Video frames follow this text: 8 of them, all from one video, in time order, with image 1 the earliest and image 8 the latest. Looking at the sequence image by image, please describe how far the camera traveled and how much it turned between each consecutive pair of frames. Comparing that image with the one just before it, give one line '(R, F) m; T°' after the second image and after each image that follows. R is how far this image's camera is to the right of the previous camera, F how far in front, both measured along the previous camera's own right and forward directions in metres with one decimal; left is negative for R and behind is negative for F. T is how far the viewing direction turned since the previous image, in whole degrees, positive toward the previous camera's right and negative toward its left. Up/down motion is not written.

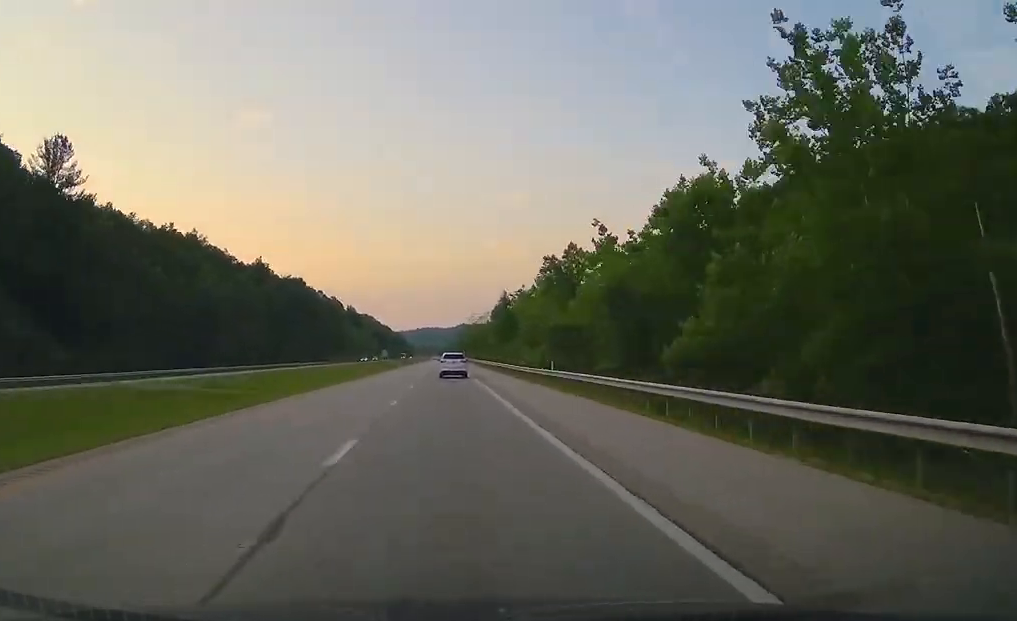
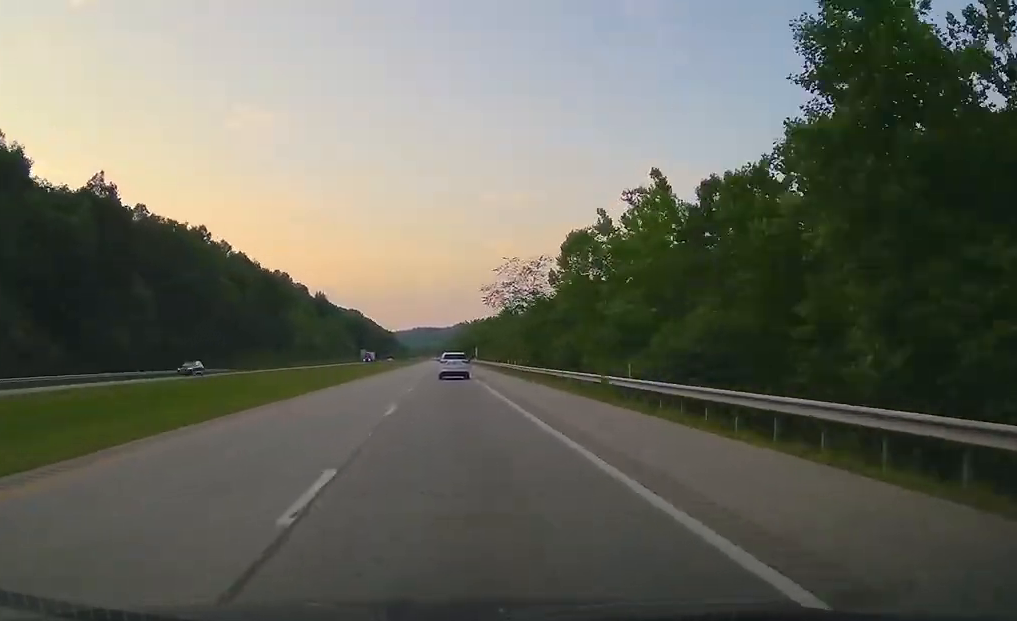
(+0.2, +113.7) m; 0°
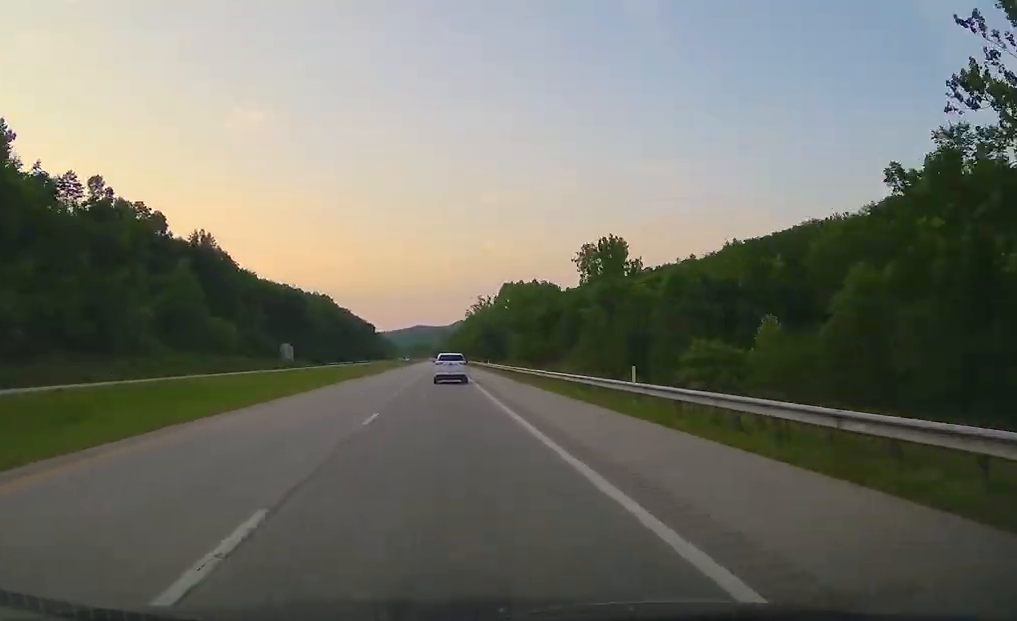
(+0.4, +185.9) m; 0°
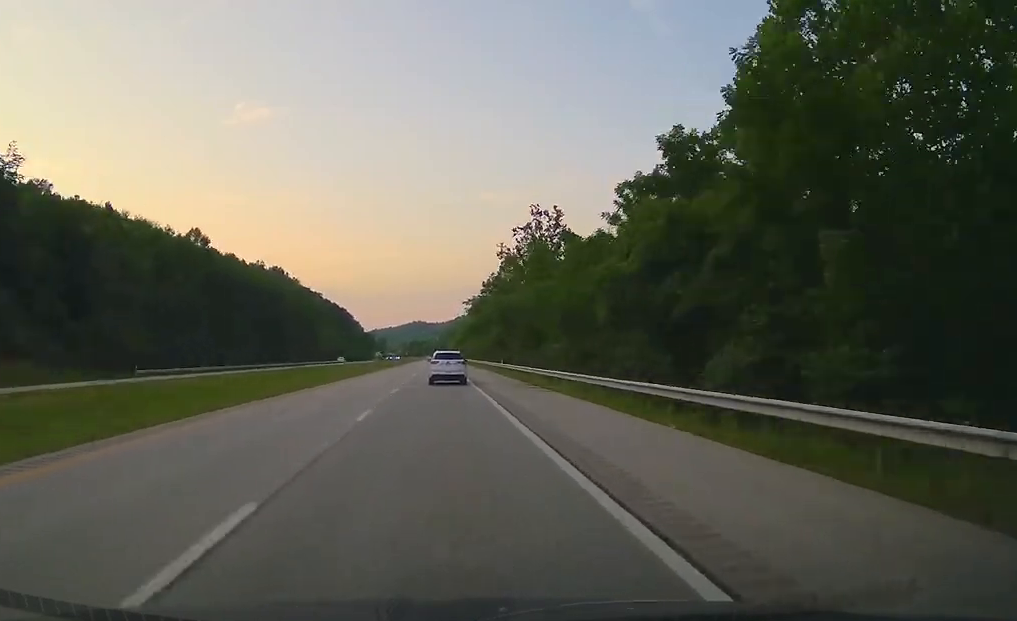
(-0.2, +158.6) m; 0°
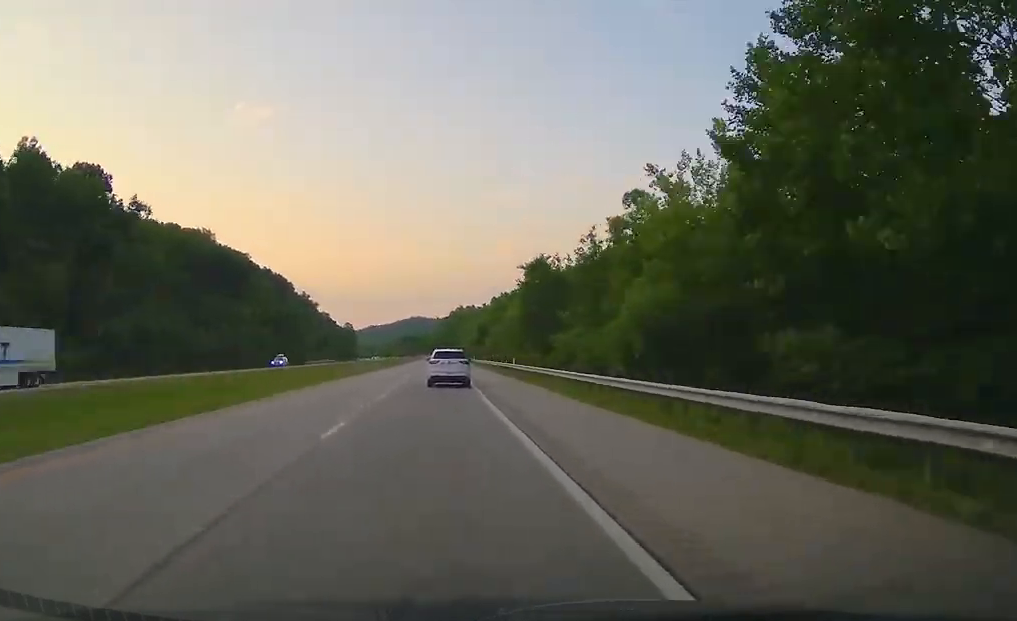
(-0.2, +212.7) m; 0°
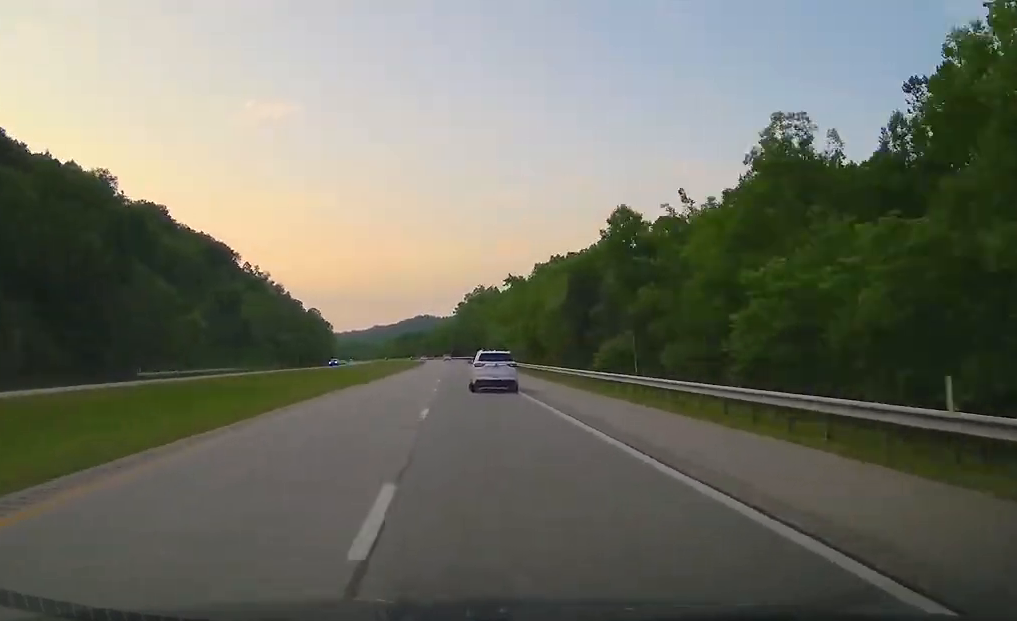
(-0.5, +118.4) m; -1°
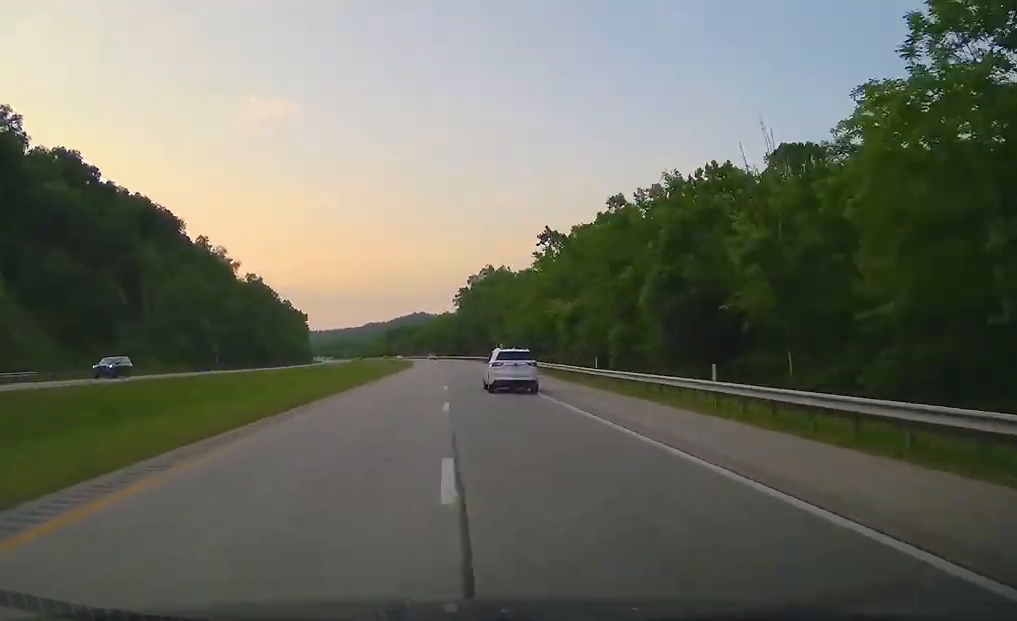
(-0.1, +59.5) m; -1°
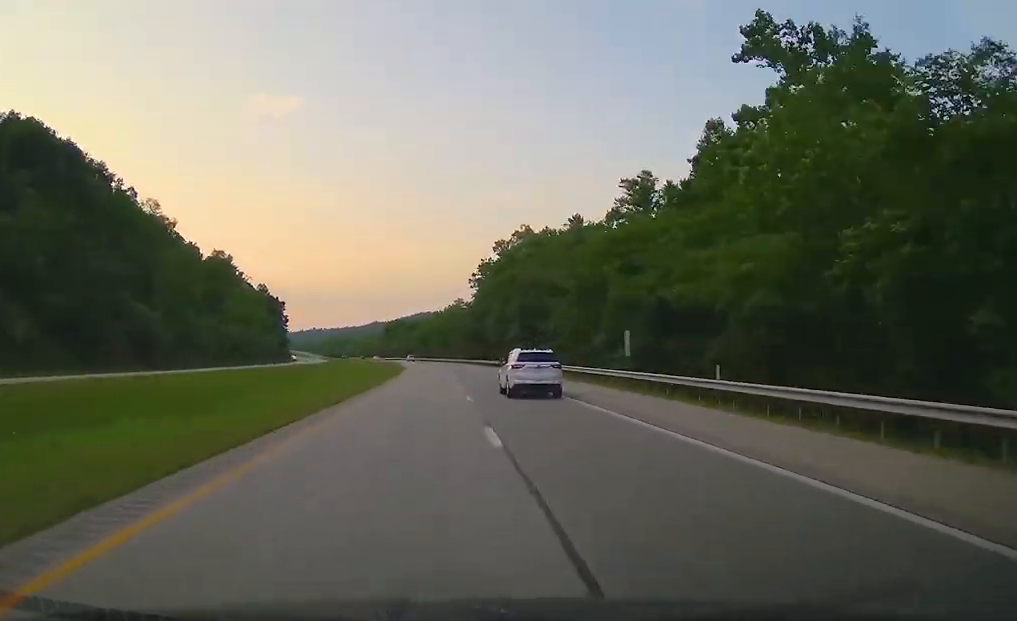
(+1.2, +68.8) m; -1°
